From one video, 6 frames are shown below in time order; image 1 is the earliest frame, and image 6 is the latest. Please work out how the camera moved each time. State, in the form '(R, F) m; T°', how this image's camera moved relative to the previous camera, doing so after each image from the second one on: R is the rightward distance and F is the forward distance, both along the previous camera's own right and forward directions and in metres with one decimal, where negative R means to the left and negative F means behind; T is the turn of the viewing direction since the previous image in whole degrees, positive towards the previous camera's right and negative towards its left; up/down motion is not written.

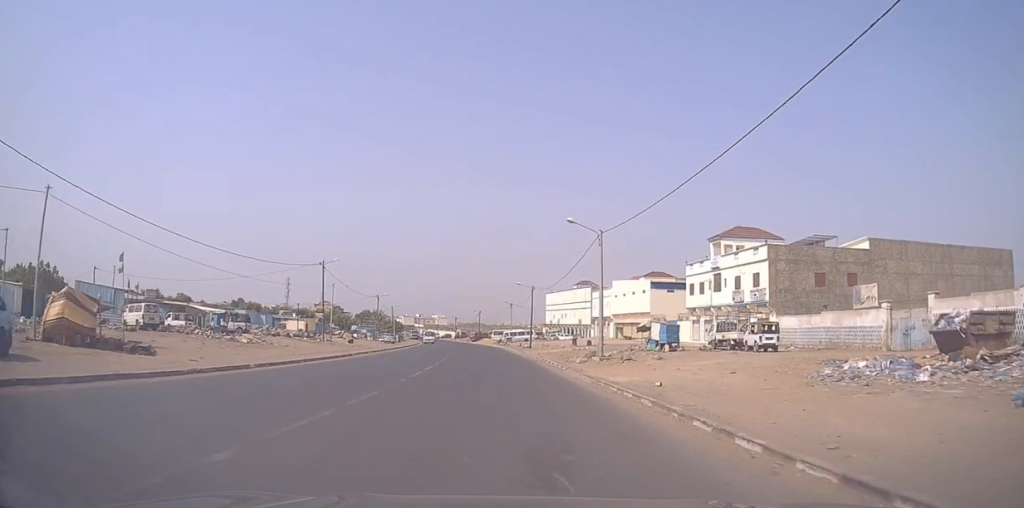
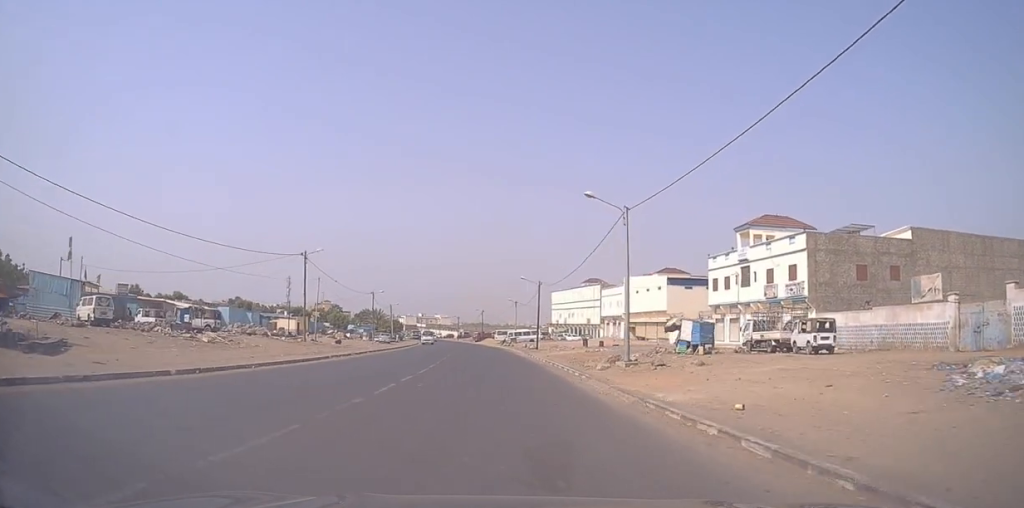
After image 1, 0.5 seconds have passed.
(-0.2, +6.4) m; -1°
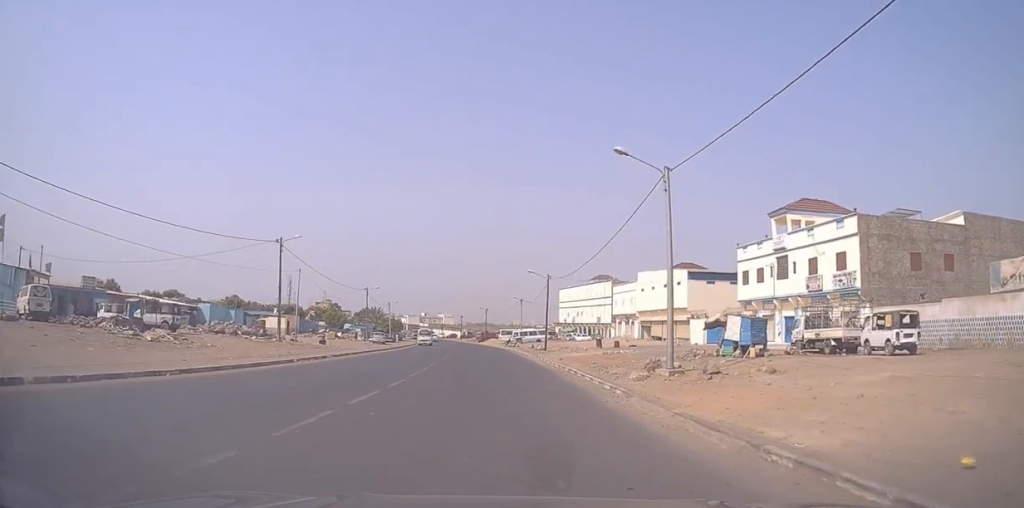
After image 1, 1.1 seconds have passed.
(0.0, +7.0) m; +2°
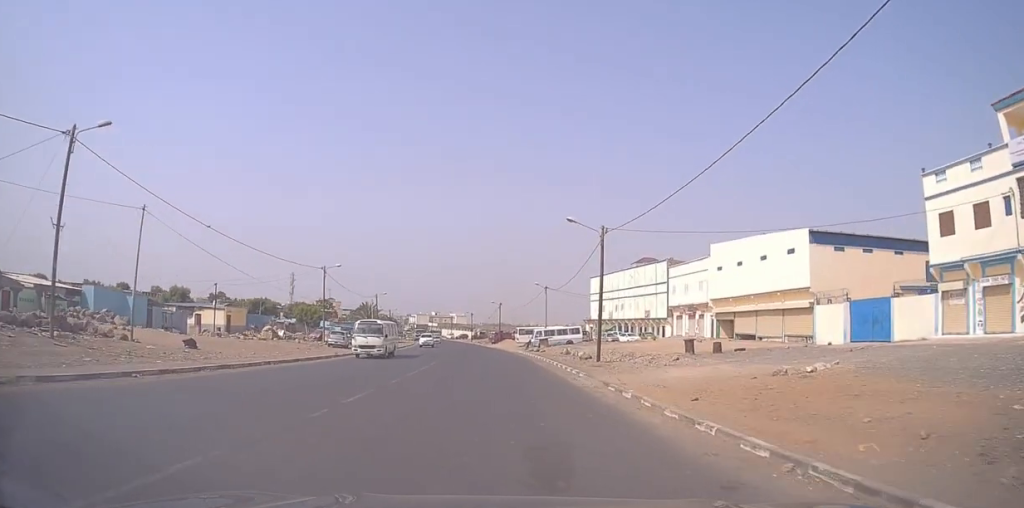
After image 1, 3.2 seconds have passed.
(-0.8, +26.4) m; -3°
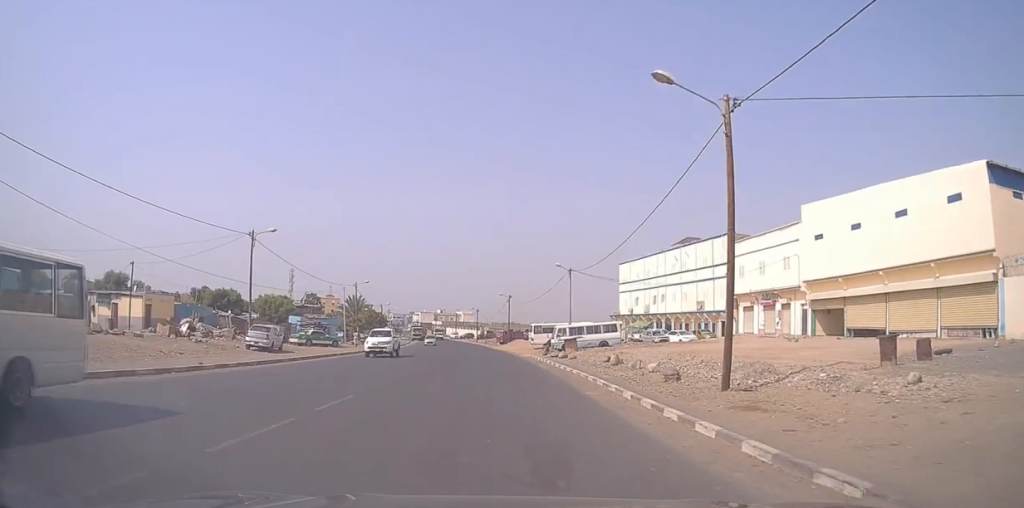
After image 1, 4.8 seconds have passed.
(+0.8, +19.1) m; +2°
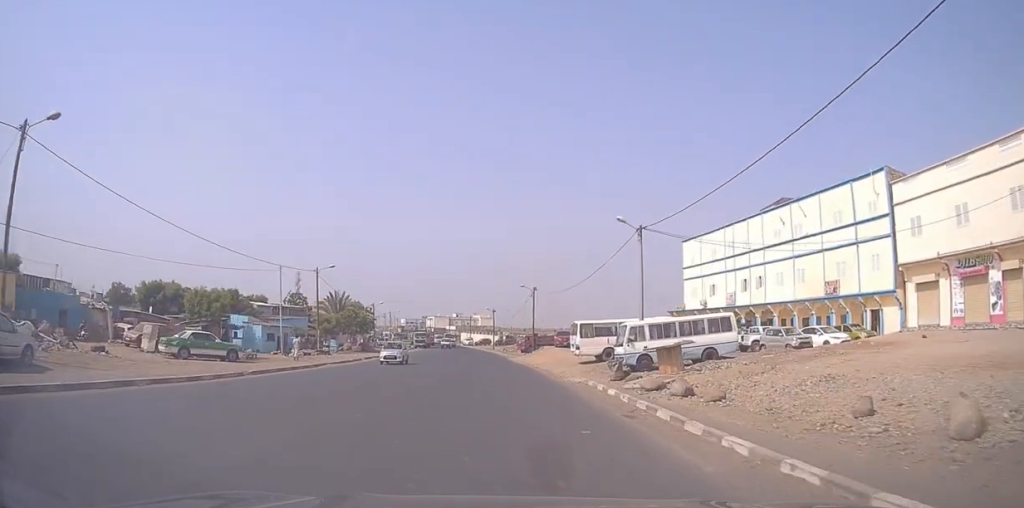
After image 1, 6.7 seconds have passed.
(-0.7, +23.9) m; -2°
